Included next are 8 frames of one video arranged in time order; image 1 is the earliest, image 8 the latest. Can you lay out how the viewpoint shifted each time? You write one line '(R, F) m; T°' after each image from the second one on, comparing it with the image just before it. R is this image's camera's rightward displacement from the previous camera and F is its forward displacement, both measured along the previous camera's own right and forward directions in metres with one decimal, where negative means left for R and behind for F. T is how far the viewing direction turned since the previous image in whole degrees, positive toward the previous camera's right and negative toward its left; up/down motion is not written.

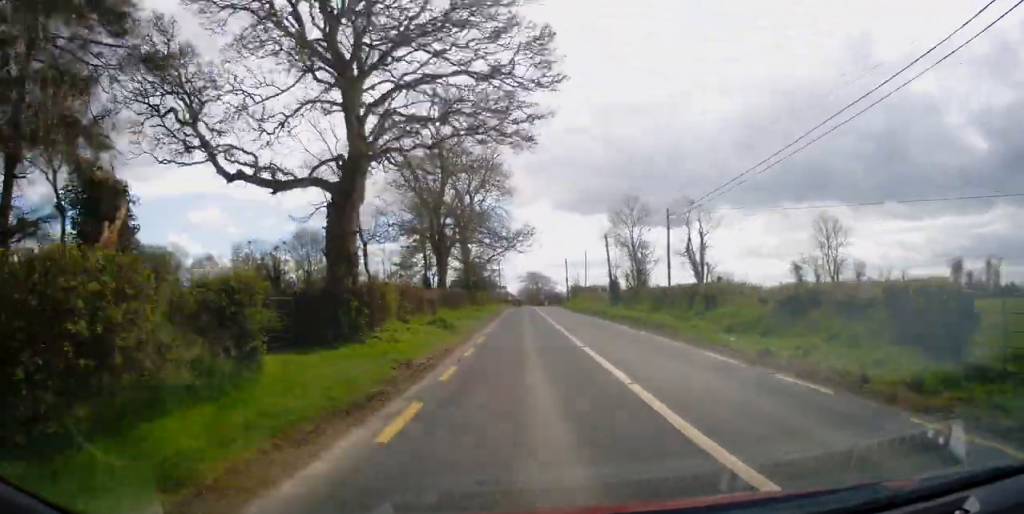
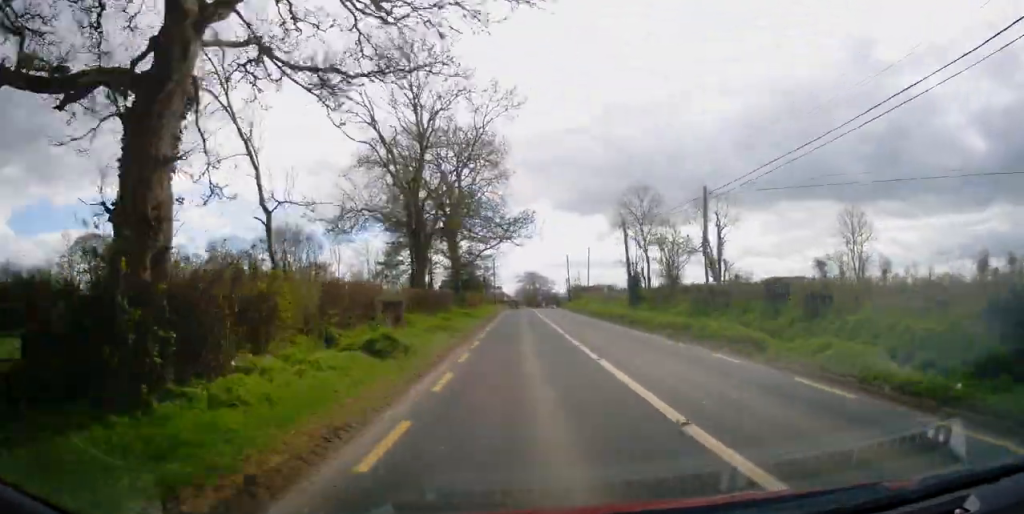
(-0.1, +9.0) m; -1°
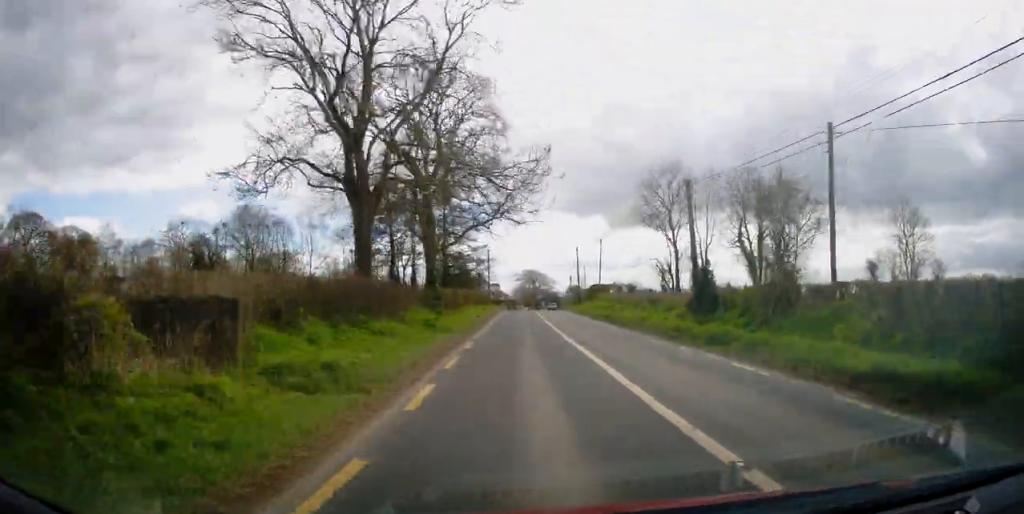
(0.0, +13.8) m; 0°
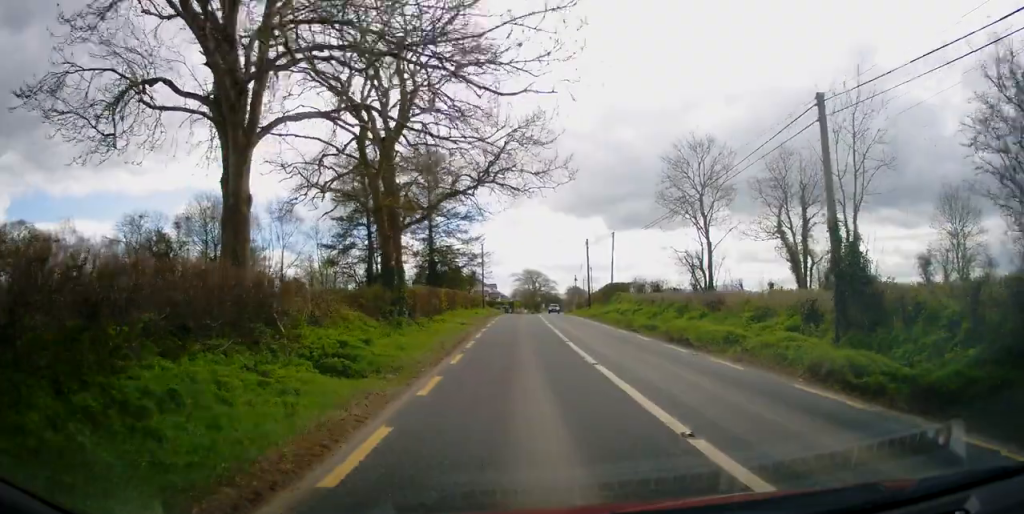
(0.0, +11.0) m; 0°
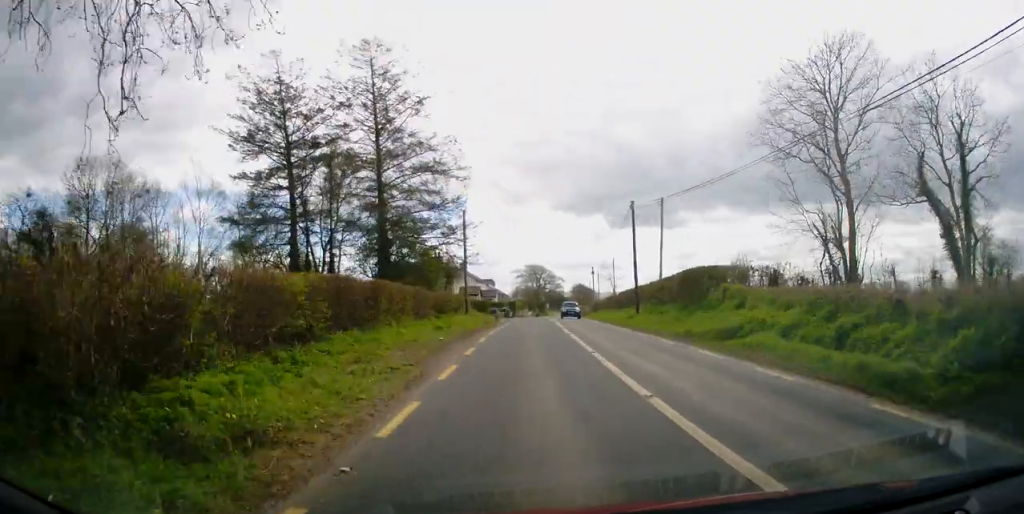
(0.0, +22.9) m; 0°
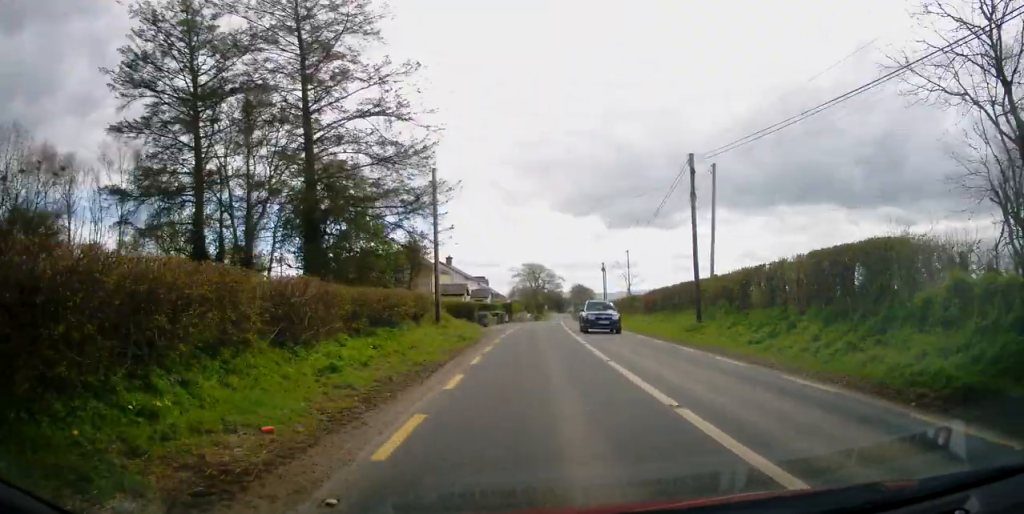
(0.0, +13.2) m; +1°
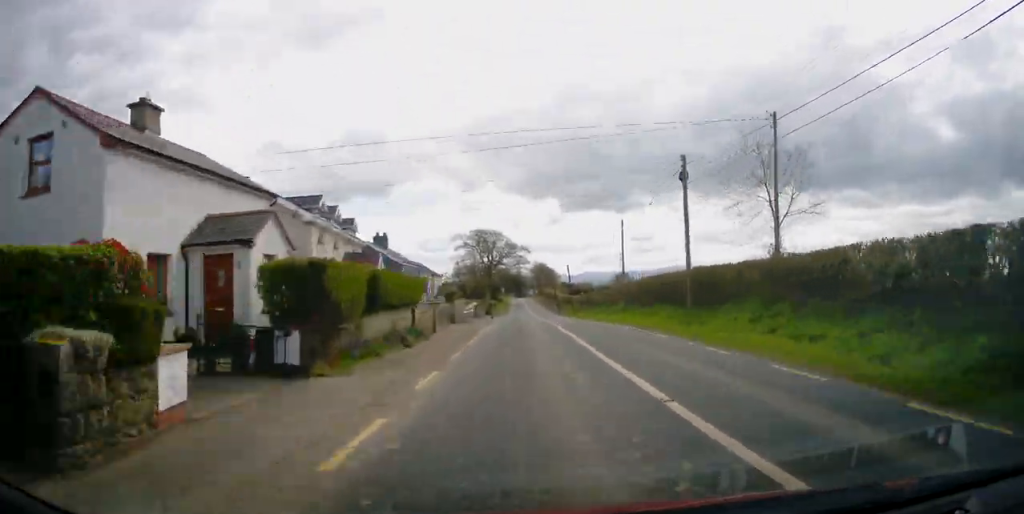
(+1.5, +49.5) m; +3°
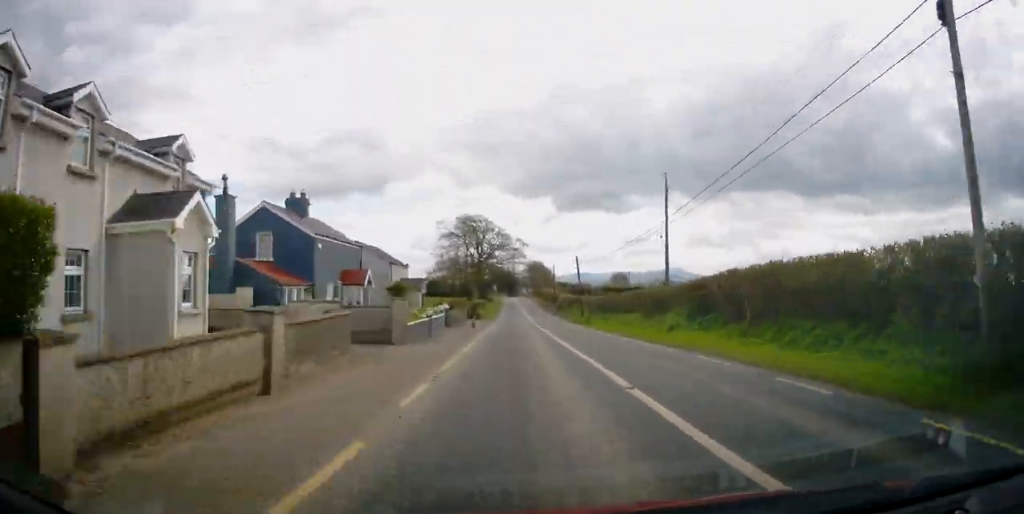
(0.0, +17.3) m; +1°
